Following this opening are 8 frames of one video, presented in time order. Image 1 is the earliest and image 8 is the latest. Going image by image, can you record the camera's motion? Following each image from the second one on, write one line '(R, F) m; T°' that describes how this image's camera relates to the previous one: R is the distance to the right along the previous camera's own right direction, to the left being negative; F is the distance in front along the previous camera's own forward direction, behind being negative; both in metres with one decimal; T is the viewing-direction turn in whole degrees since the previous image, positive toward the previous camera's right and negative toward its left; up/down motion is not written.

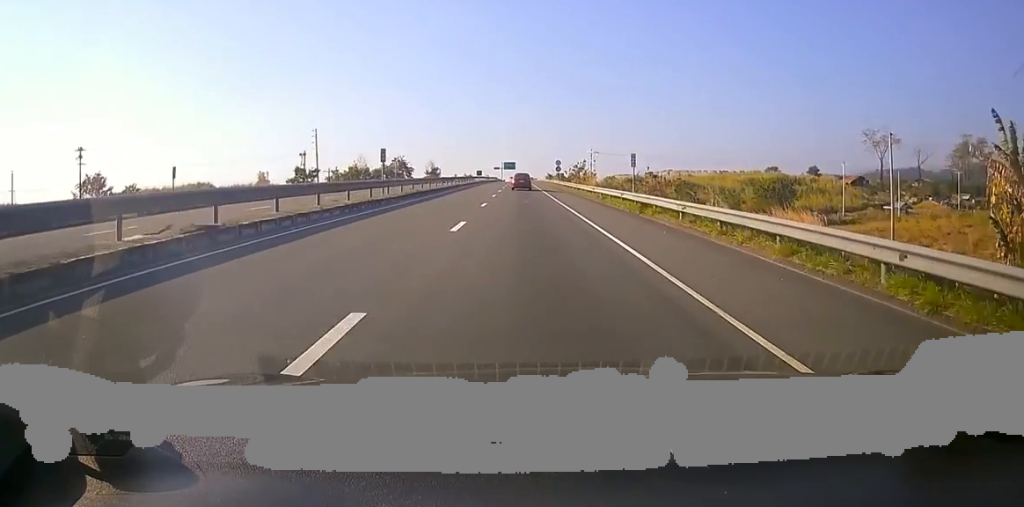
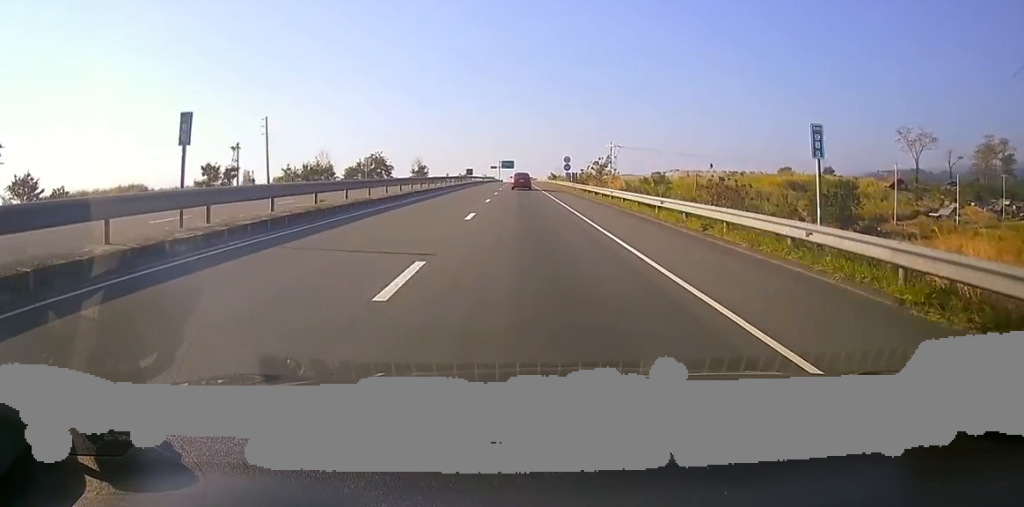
(-0.3, +20.6) m; -1°
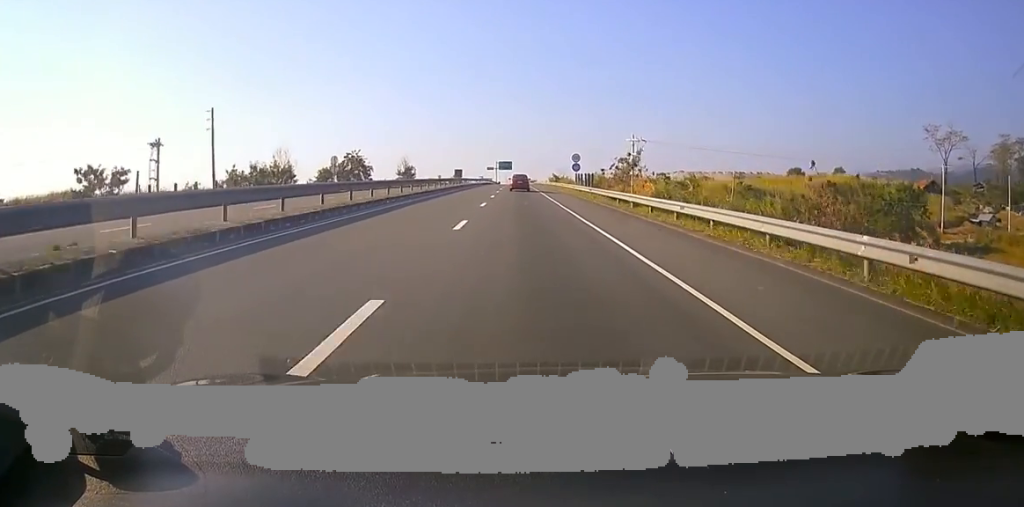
(+0.1, +15.4) m; -1°
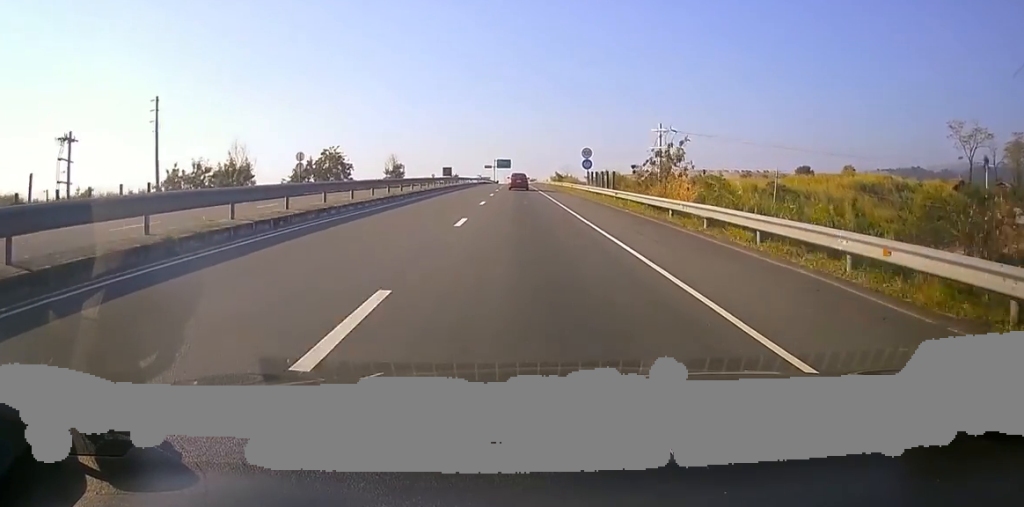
(-0.1, +11.7) m; -1°
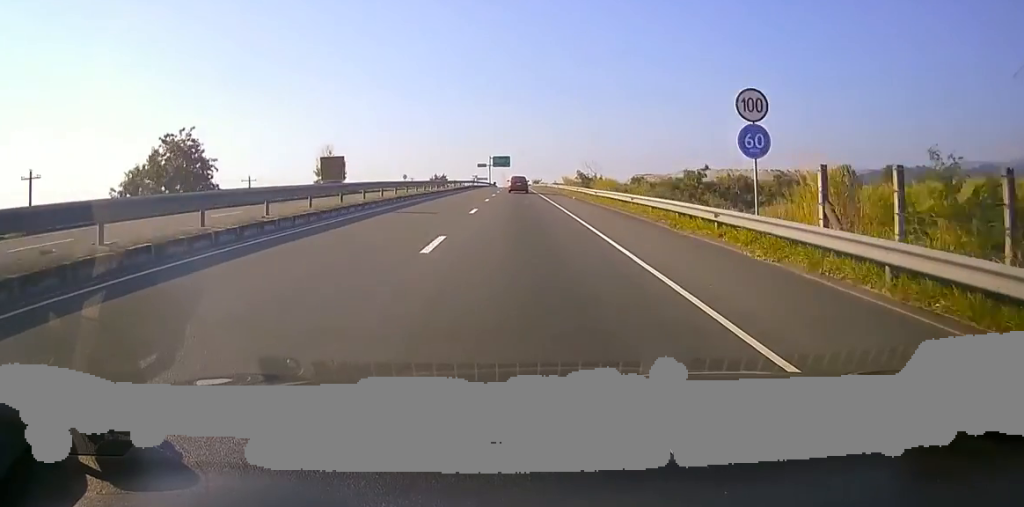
(-0.9, +41.9) m; 0°
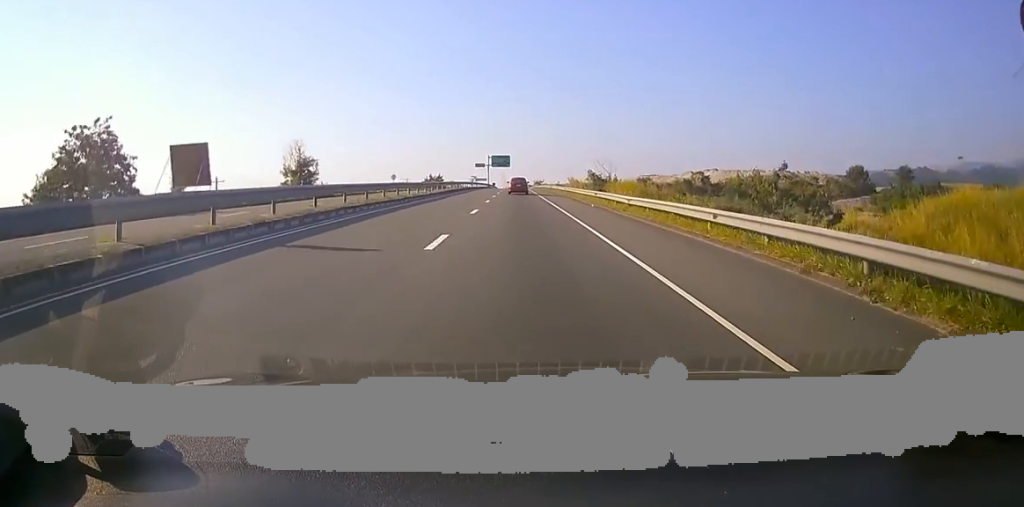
(+0.1, +11.4) m; 0°
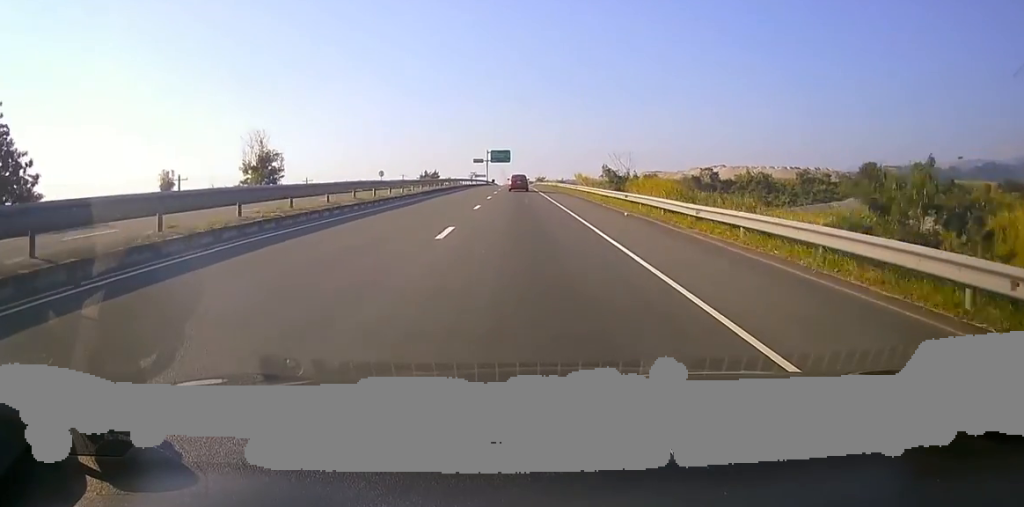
(+0.3, +10.6) m; -1°
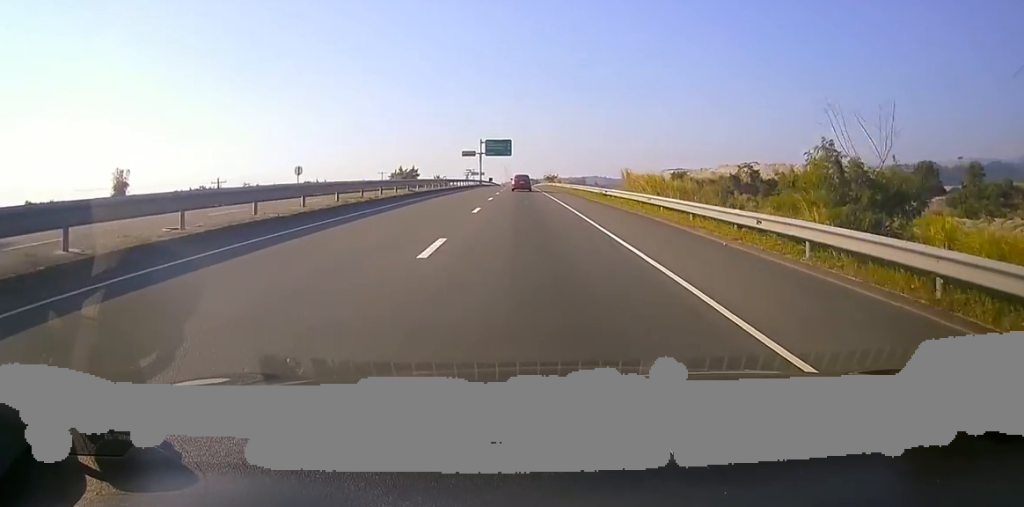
(-1.0, +39.2) m; 0°
